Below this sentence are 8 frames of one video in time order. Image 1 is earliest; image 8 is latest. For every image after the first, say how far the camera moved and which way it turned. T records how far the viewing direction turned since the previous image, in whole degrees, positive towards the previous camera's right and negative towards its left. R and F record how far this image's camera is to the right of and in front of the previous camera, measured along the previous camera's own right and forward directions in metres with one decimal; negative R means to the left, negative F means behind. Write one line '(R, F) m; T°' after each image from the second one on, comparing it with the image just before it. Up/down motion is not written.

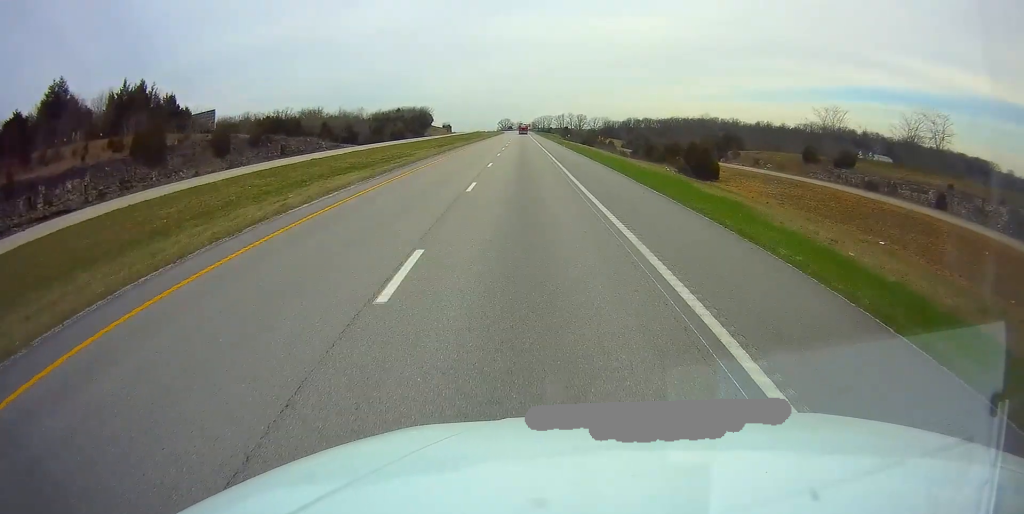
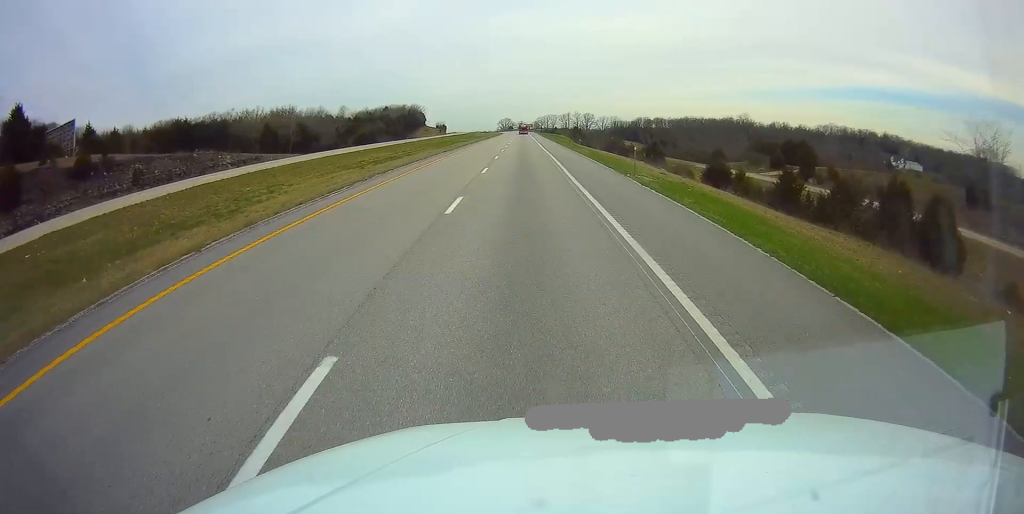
(-0.1, +41.5) m; 0°
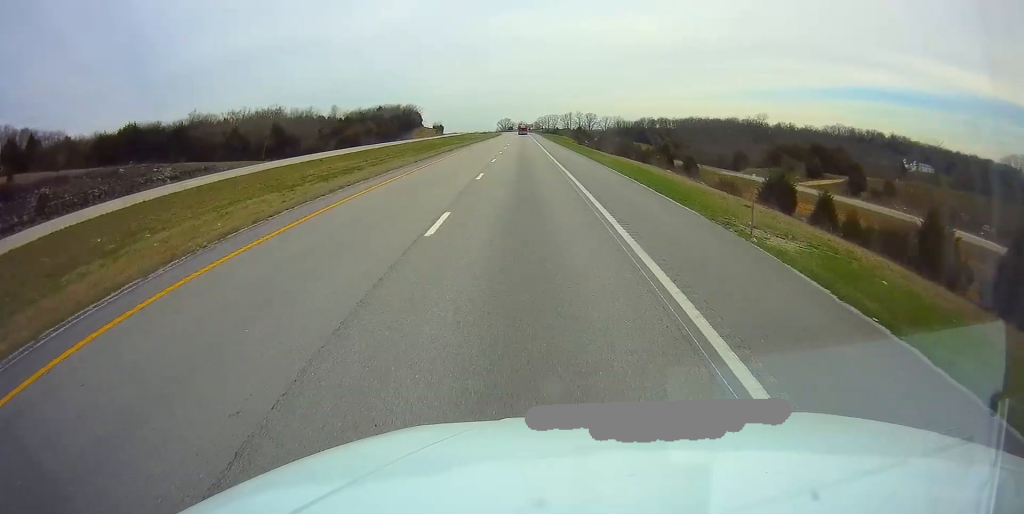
(0.0, +15.5) m; 0°
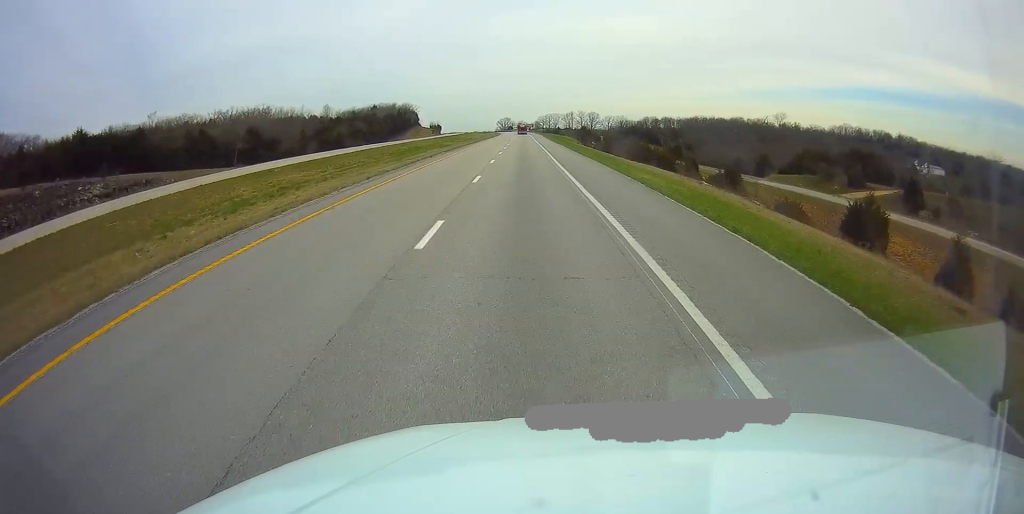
(0.0, +13.4) m; 0°
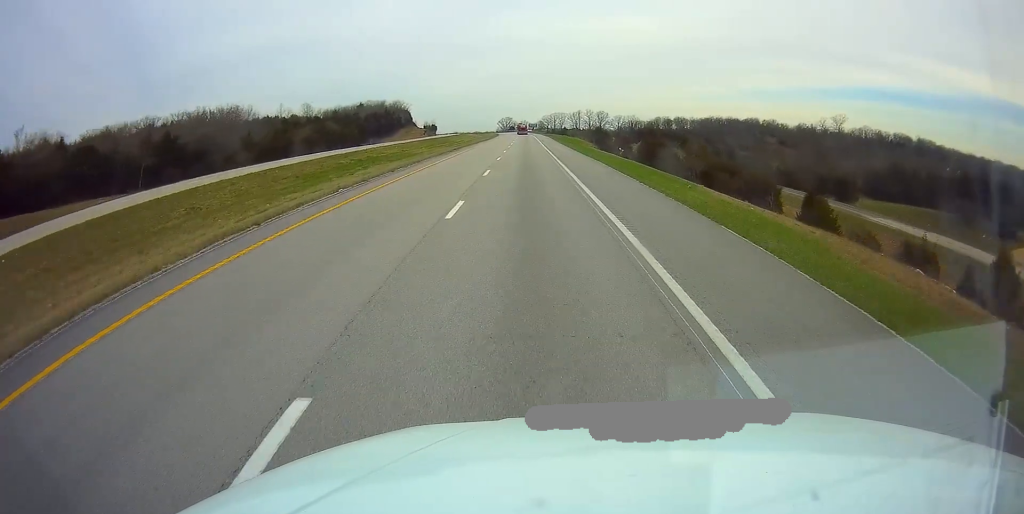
(0.0, +33.0) m; 0°
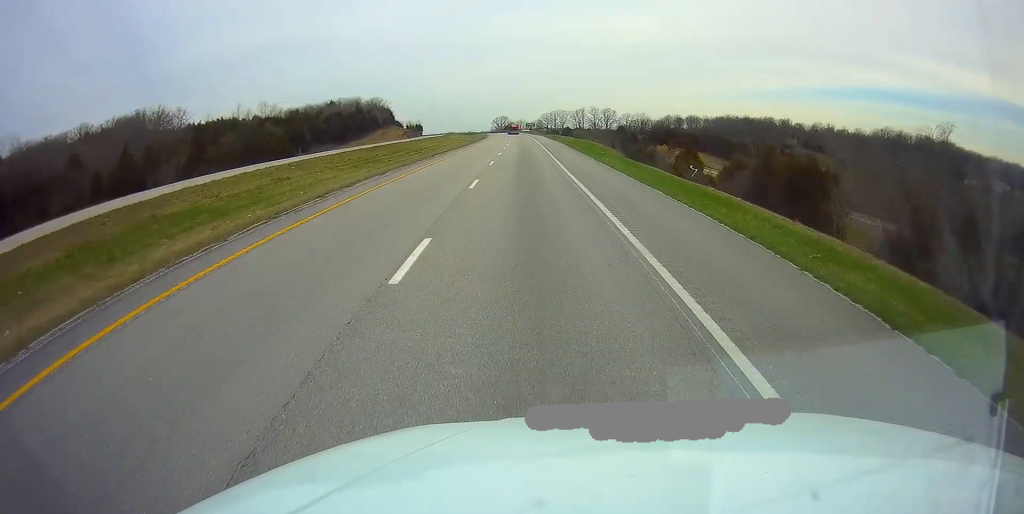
(+0.1, +42.2) m; 0°
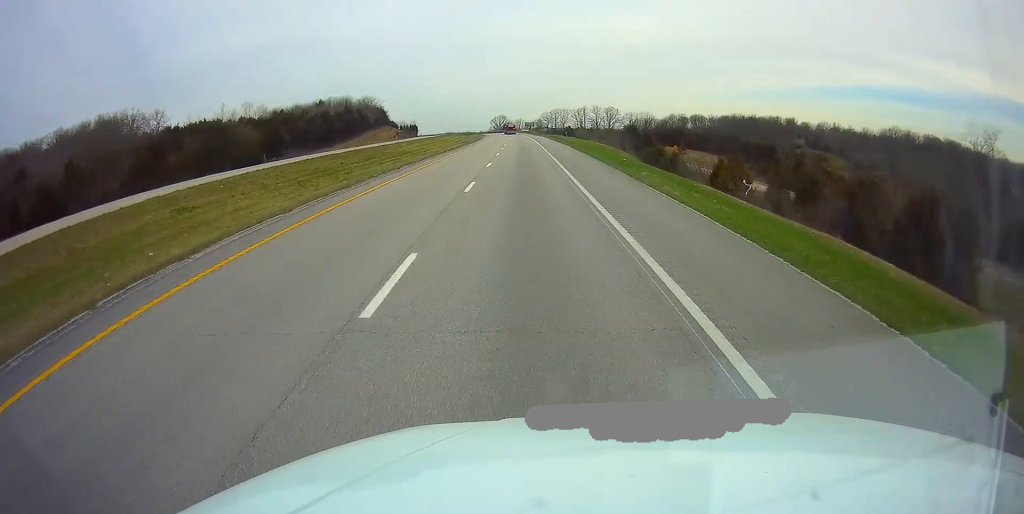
(0.0, +13.4) m; 0°
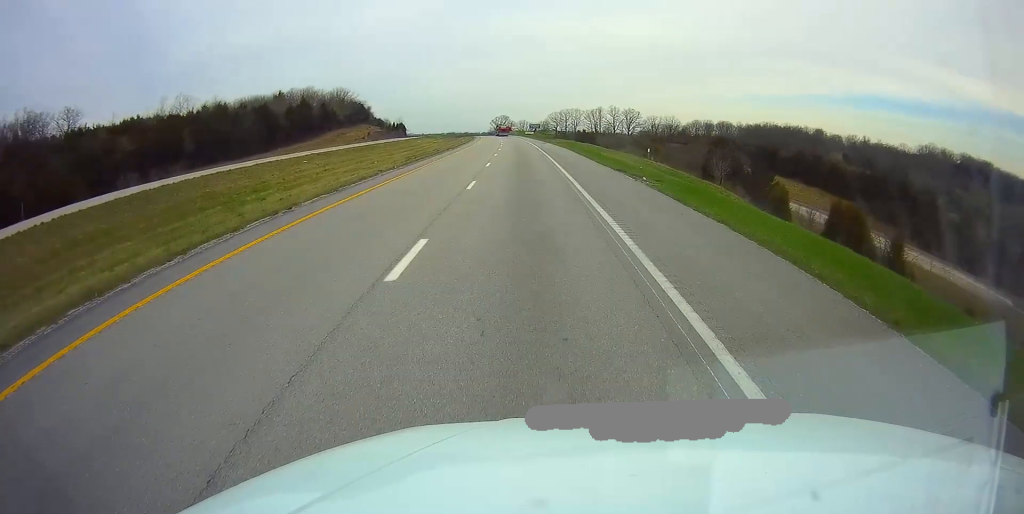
(-0.4, +47.6) m; 0°
